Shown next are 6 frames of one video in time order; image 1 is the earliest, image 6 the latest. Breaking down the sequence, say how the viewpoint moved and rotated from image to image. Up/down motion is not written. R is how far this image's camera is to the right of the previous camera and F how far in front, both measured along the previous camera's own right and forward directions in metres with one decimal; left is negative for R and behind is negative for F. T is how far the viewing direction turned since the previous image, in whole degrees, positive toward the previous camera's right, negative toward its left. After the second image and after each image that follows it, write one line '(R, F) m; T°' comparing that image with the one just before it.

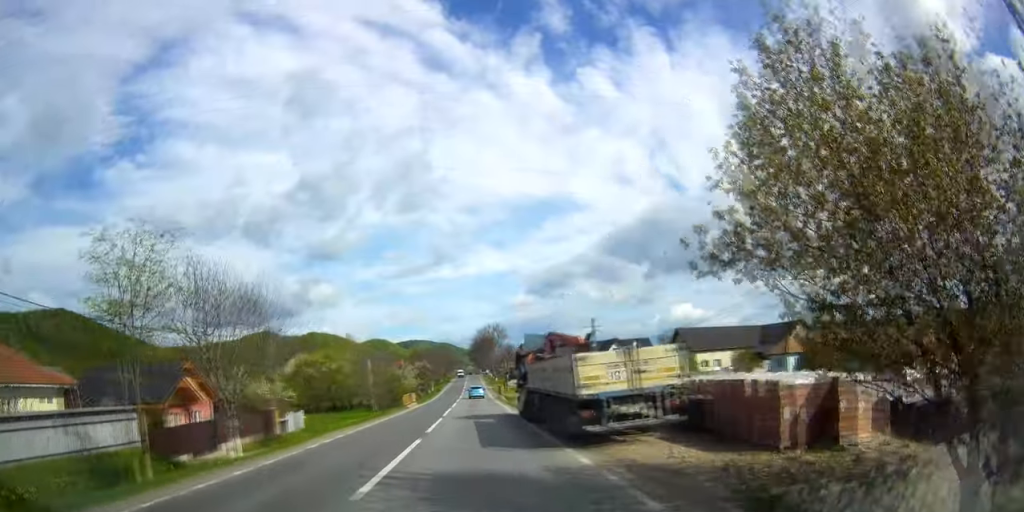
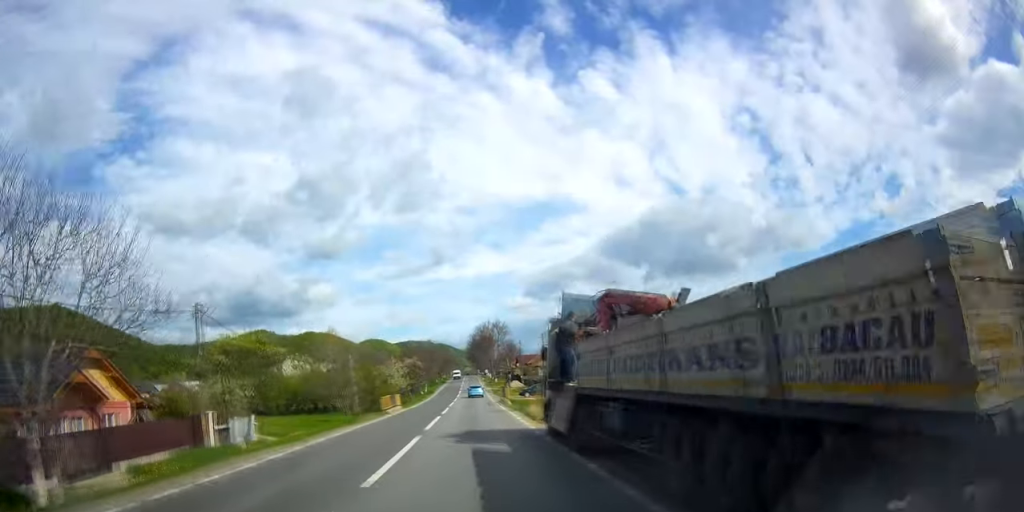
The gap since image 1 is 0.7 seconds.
(+0.5, +11.8) m; +1°
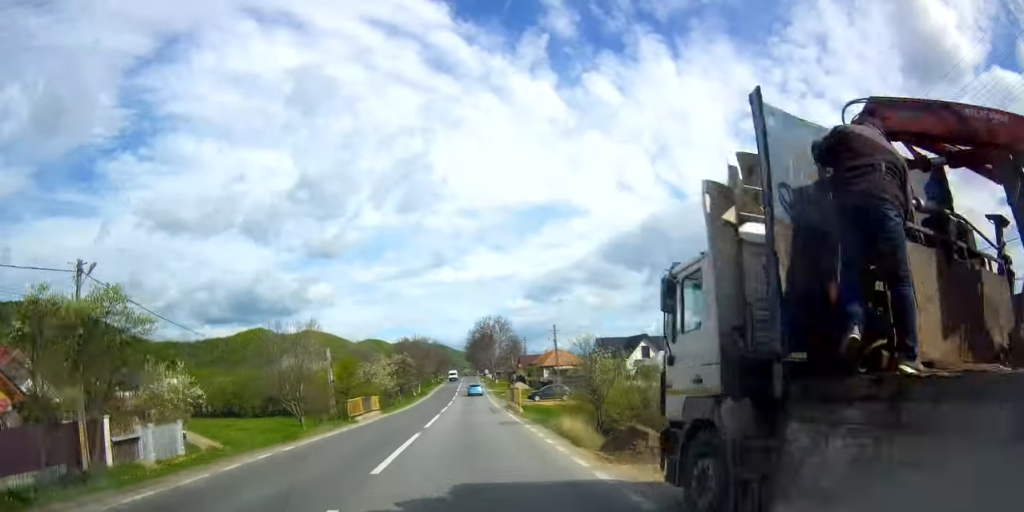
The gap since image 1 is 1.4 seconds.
(0.0, +11.6) m; 0°
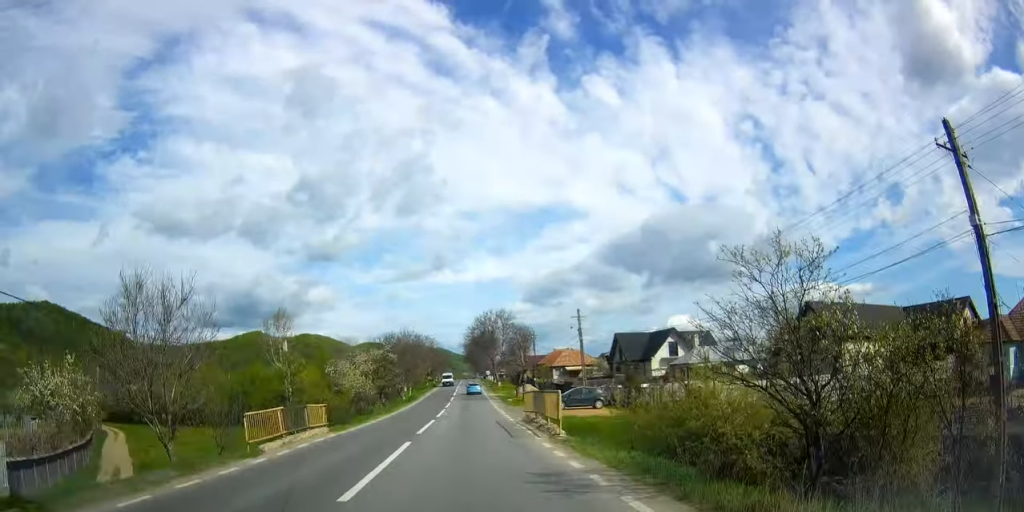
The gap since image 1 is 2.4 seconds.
(-0.1, +14.9) m; 0°
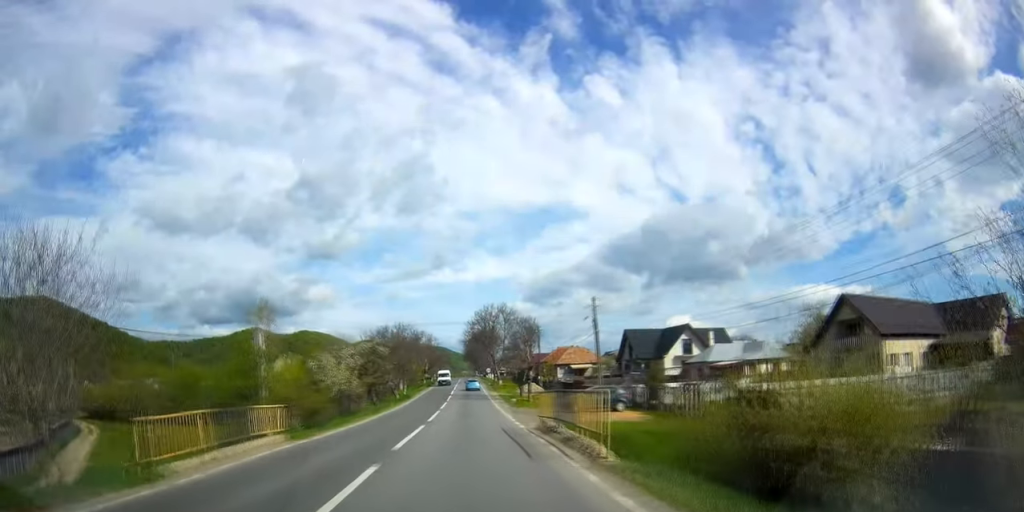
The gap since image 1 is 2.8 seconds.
(0.0, +6.0) m; 0°
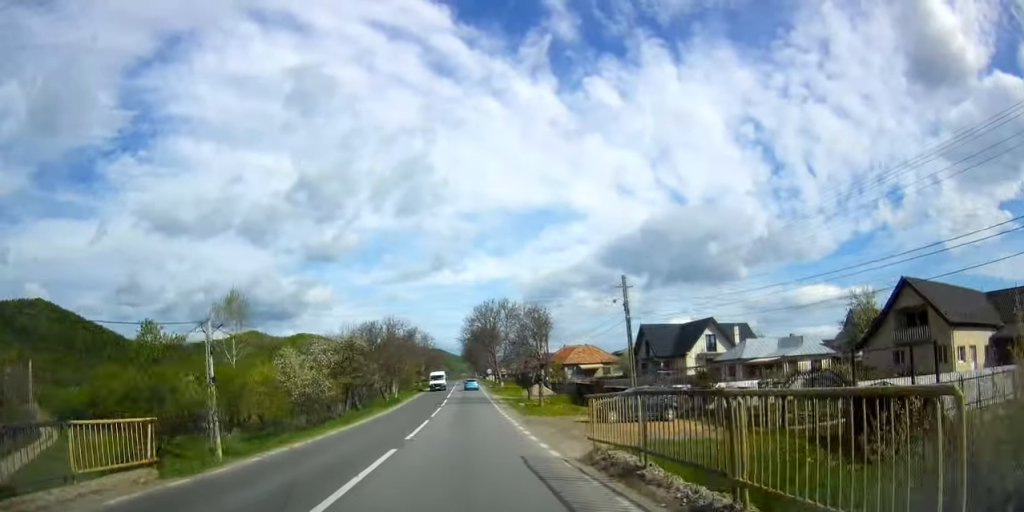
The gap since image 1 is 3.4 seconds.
(+0.1, +8.9) m; 0°
